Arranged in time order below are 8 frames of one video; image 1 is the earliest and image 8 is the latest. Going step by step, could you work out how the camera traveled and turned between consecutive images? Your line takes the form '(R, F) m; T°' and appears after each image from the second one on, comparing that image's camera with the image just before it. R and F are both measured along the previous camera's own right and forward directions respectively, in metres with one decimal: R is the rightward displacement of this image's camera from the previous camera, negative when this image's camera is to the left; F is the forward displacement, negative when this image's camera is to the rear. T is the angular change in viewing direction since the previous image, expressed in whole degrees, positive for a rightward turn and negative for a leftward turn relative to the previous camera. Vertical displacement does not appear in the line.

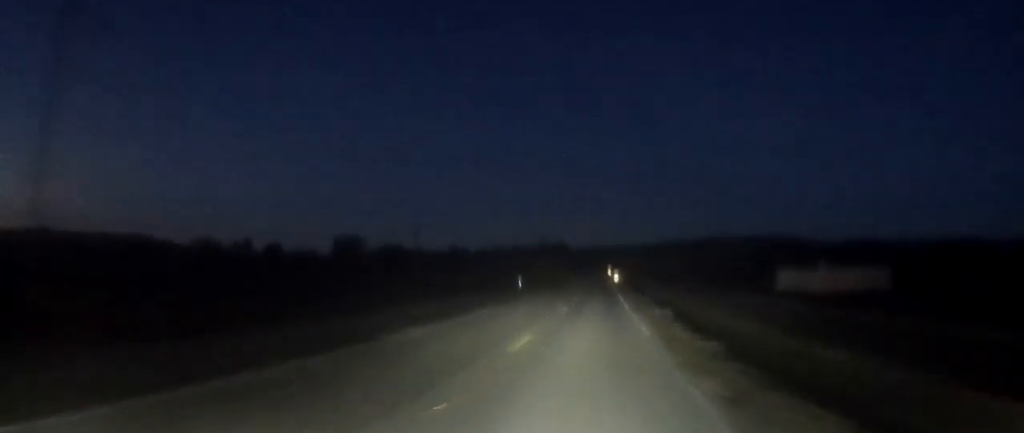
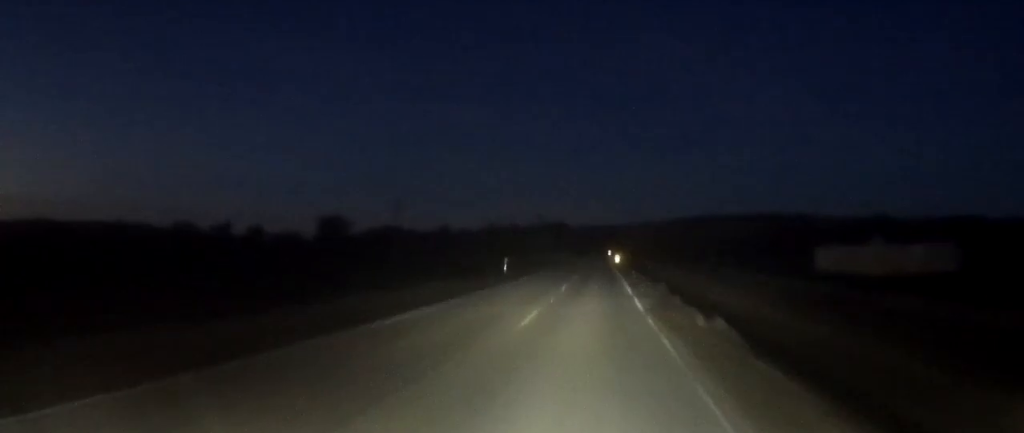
(+0.1, +13.4) m; +1°
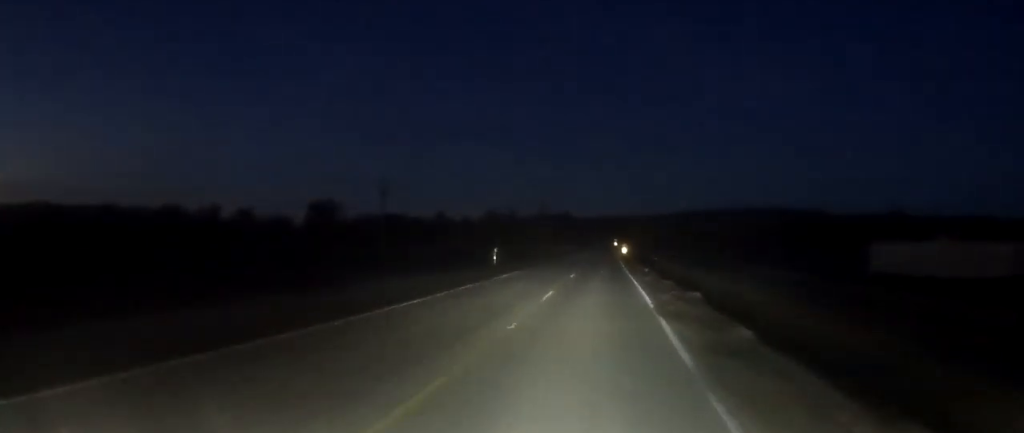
(0.0, +11.2) m; +1°
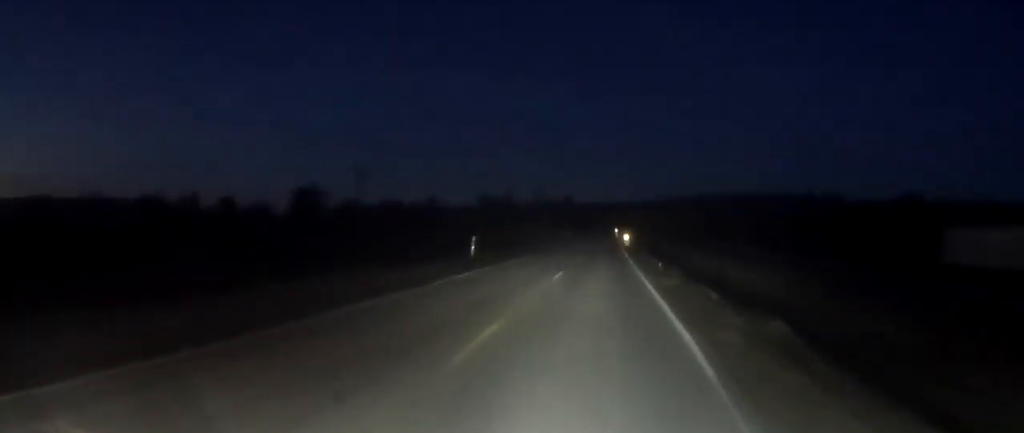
(0.0, +11.5) m; +1°
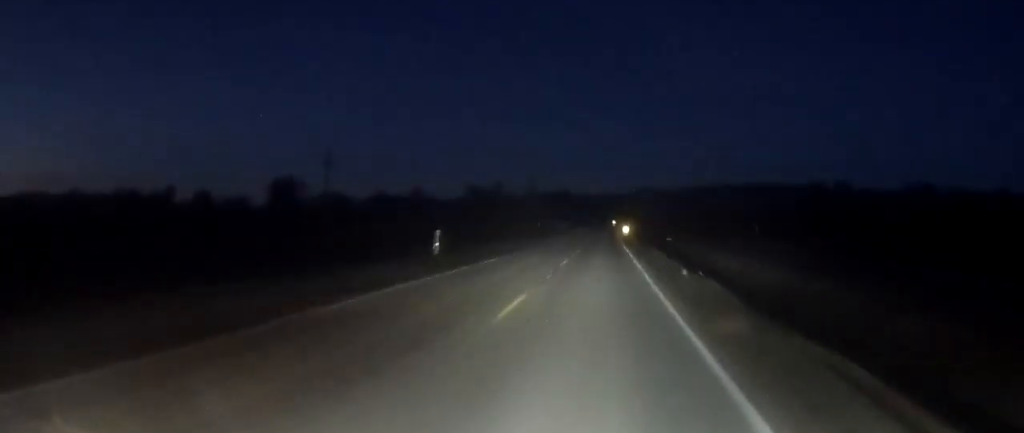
(0.0, +11.4) m; 0°
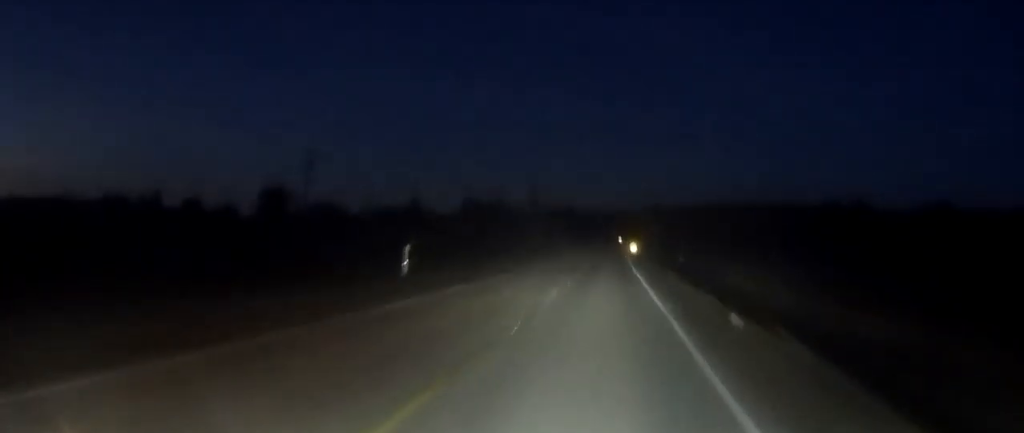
(+0.2, +8.1) m; -1°
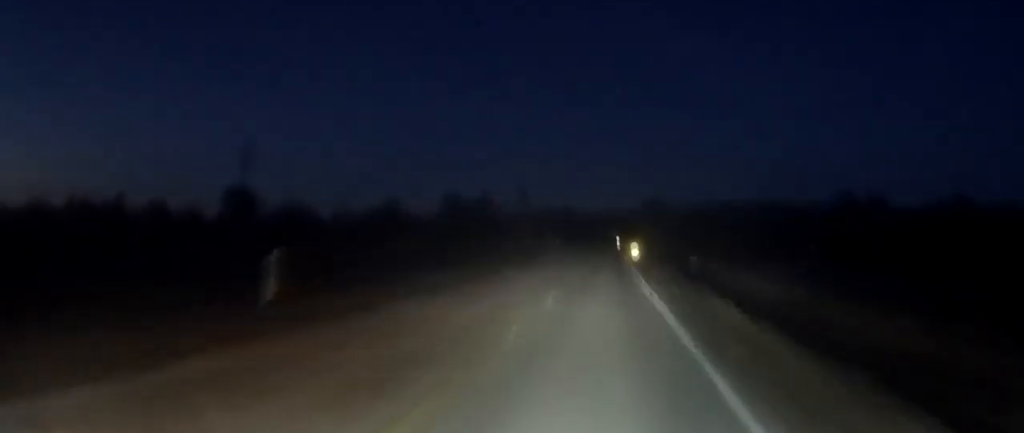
(-0.3, +15.0) m; -1°
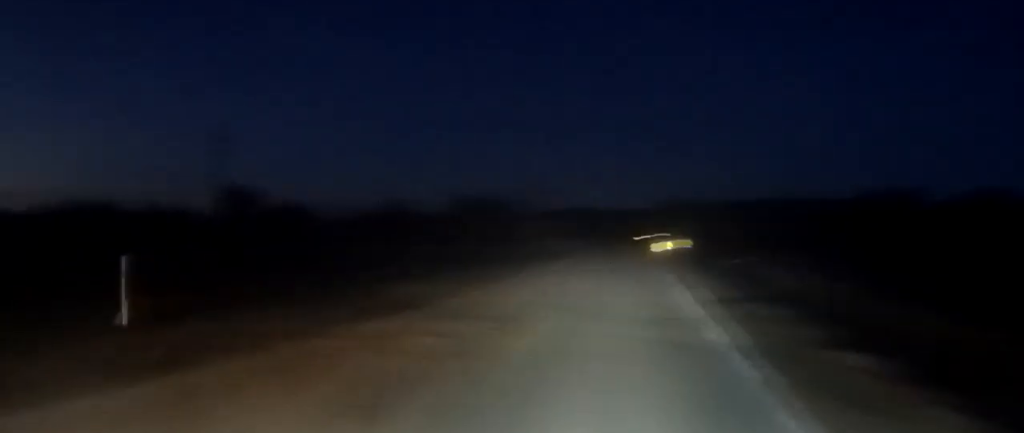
(-0.3, +8.7) m; -1°
